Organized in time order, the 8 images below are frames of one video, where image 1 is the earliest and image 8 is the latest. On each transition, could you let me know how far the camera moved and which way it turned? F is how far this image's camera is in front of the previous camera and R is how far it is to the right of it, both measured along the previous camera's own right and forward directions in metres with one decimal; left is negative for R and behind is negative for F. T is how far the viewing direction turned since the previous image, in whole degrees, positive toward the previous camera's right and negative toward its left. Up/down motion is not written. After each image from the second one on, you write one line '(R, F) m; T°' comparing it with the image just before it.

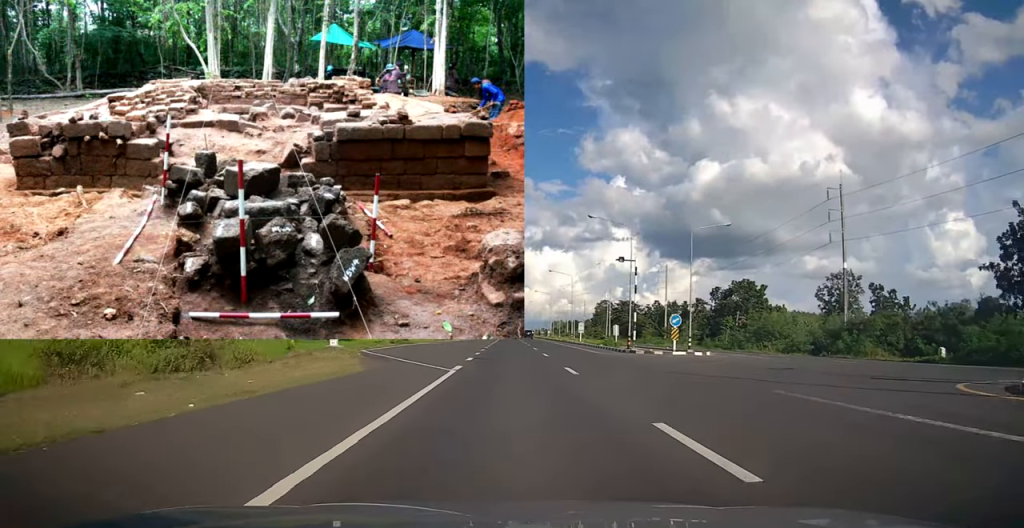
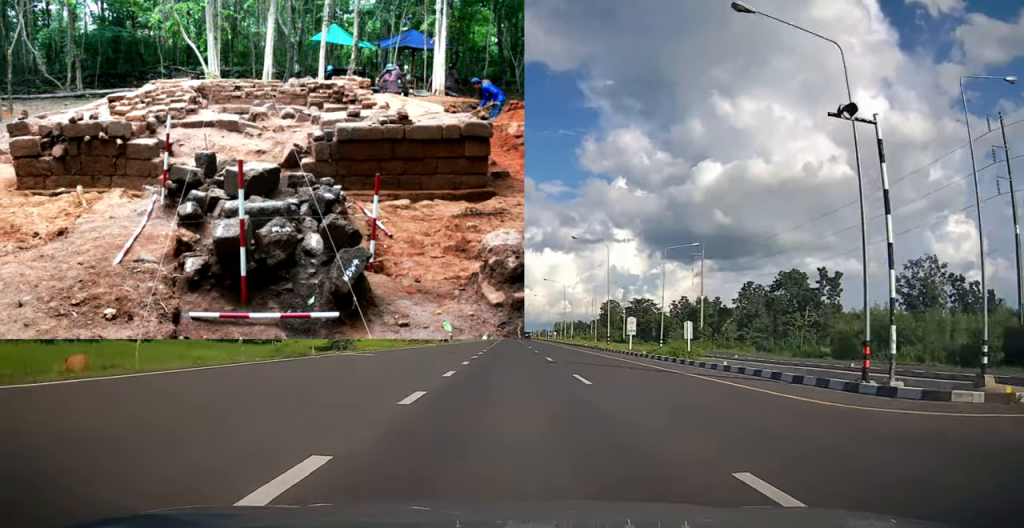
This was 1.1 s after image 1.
(+0.1, +26.4) m; 0°
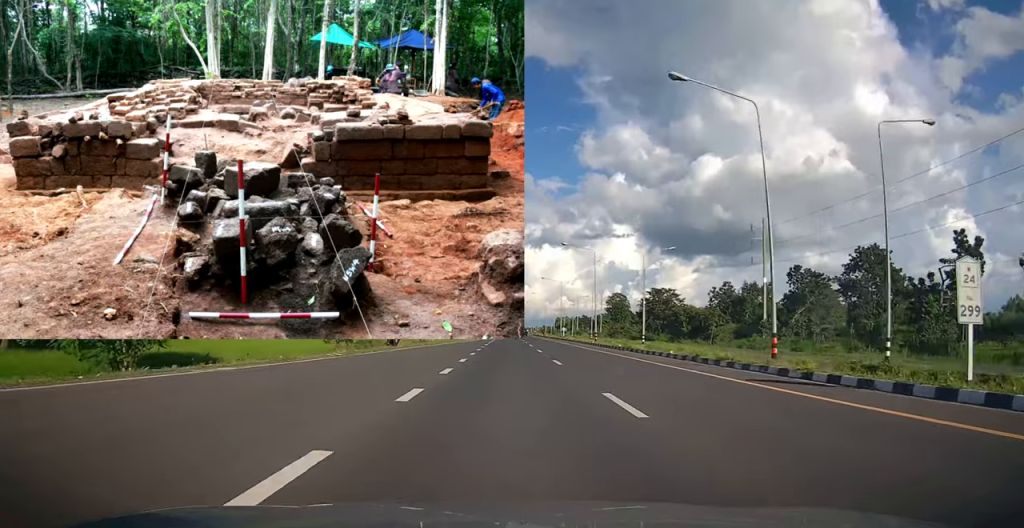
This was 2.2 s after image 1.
(-0.1, +29.4) m; 0°
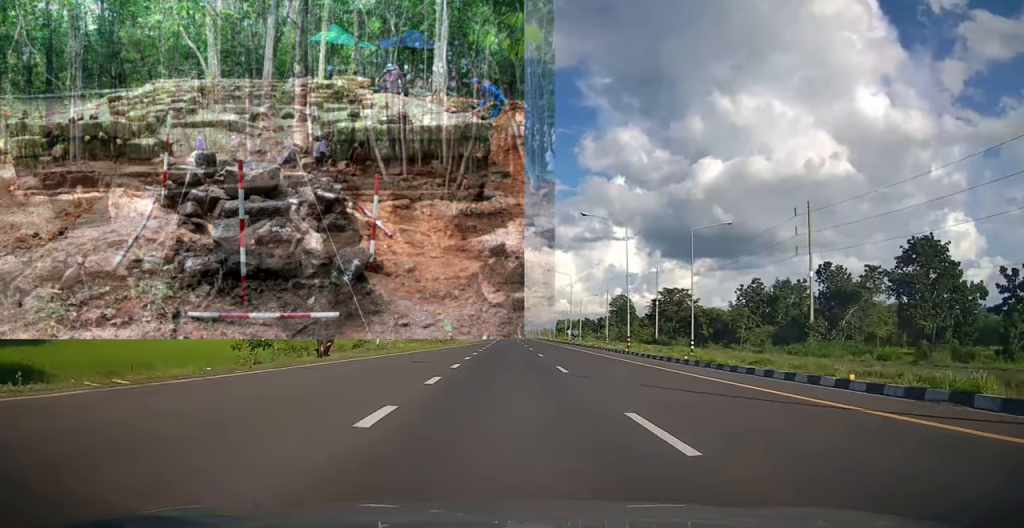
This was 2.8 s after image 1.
(0.0, +14.2) m; 0°
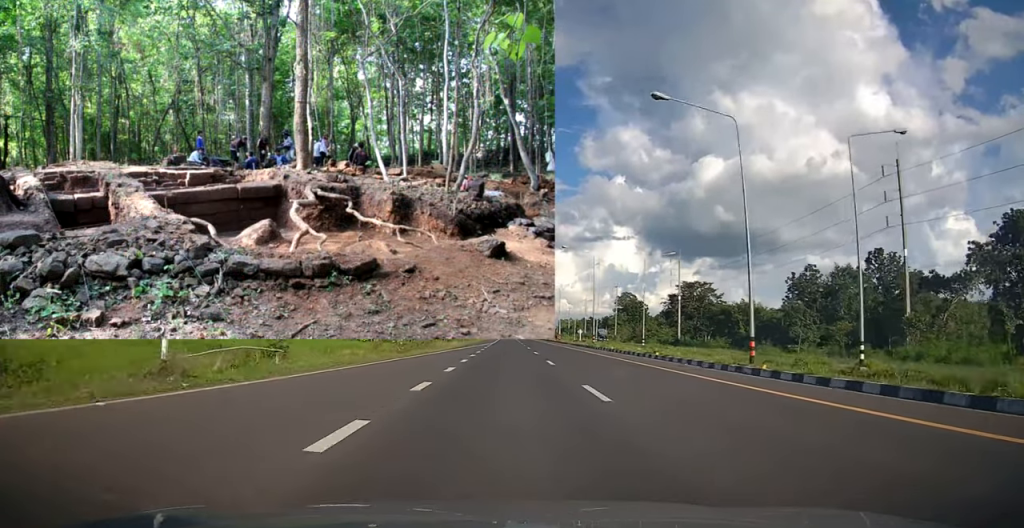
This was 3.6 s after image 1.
(0.0, +19.4) m; 0°
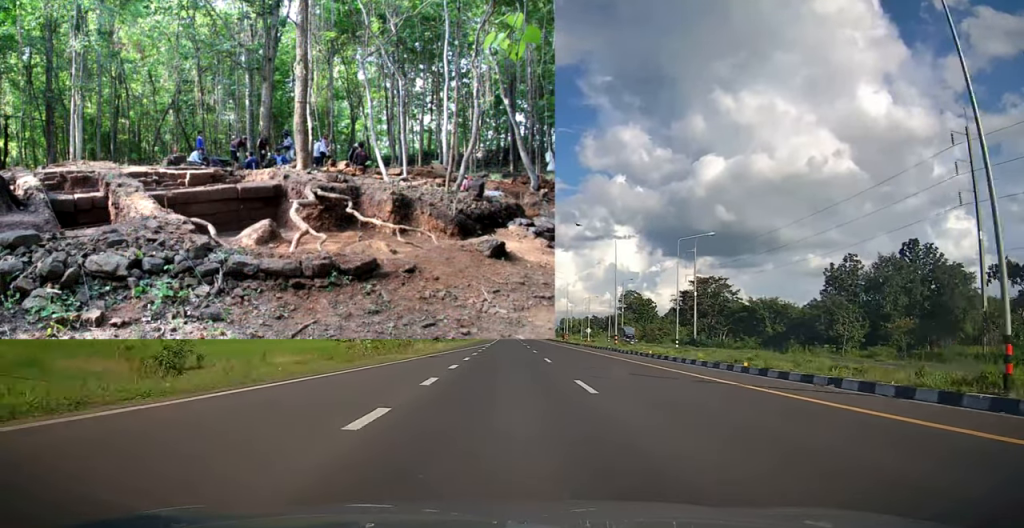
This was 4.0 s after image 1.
(0.0, +10.6) m; 0°
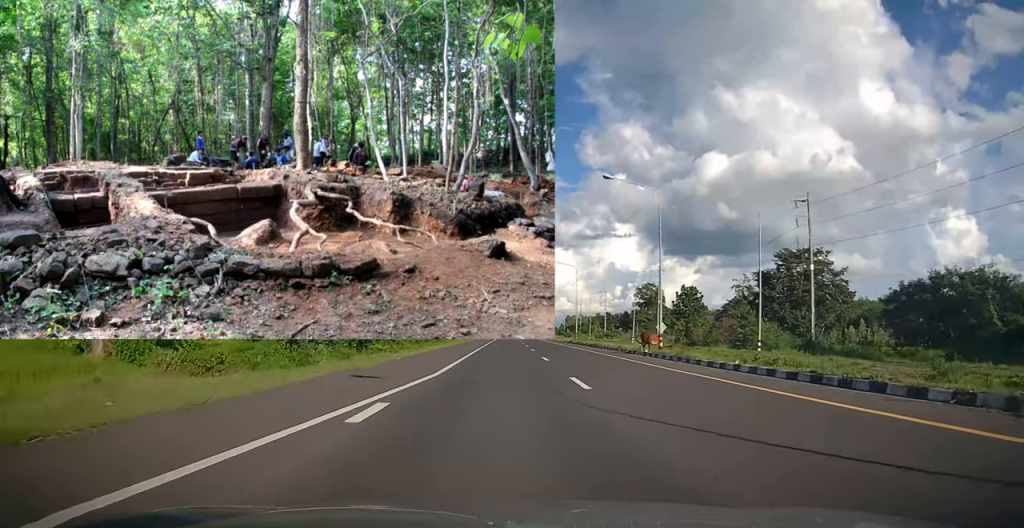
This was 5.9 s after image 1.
(0.0, +47.8) m; 0°
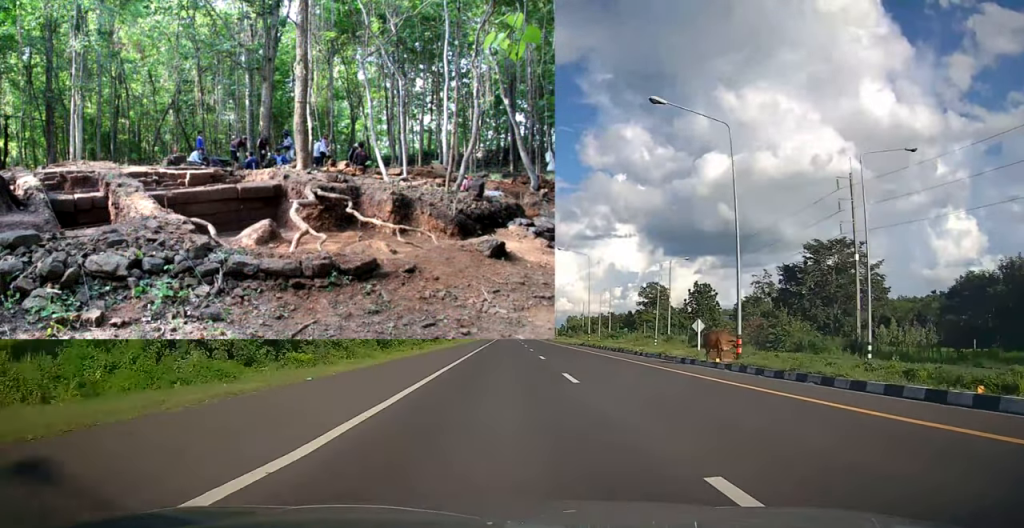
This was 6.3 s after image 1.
(0.0, +10.3) m; 0°
